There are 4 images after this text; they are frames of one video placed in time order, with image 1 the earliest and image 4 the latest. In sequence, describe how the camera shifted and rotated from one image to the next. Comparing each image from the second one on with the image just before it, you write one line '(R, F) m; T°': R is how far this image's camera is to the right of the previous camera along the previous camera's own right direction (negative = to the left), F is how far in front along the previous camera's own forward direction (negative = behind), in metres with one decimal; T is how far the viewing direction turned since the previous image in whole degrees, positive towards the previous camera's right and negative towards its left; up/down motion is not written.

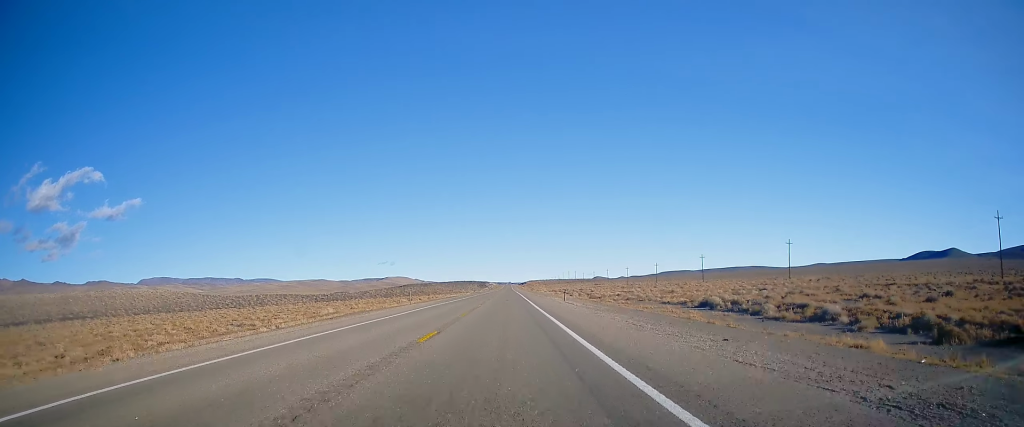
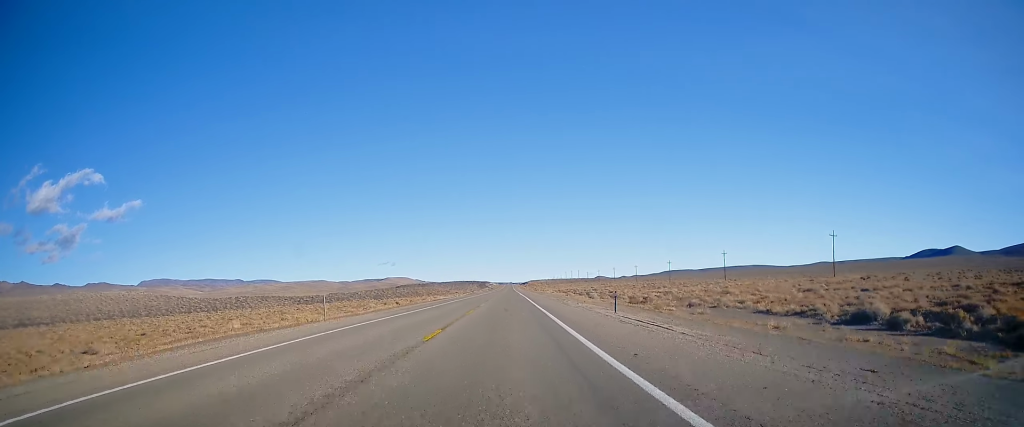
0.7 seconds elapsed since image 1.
(-0.2, +23.9) m; 0°
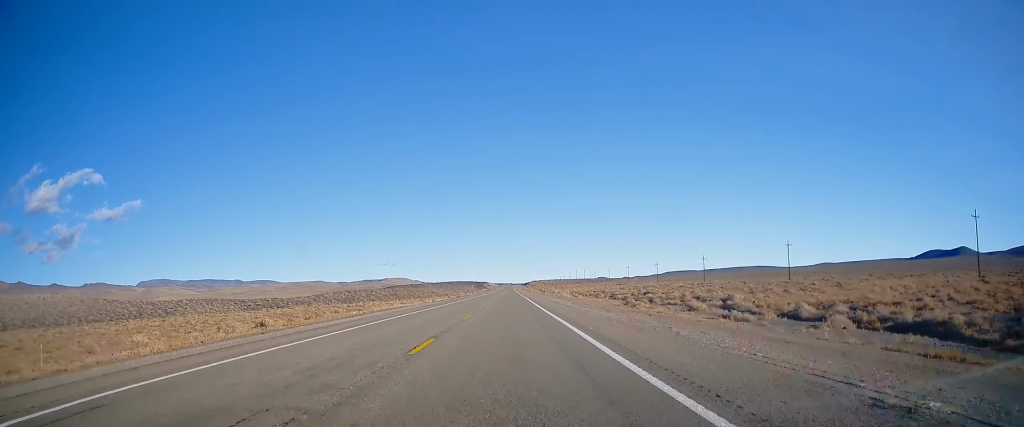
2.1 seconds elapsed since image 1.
(-0.1, +51.6) m; 0°
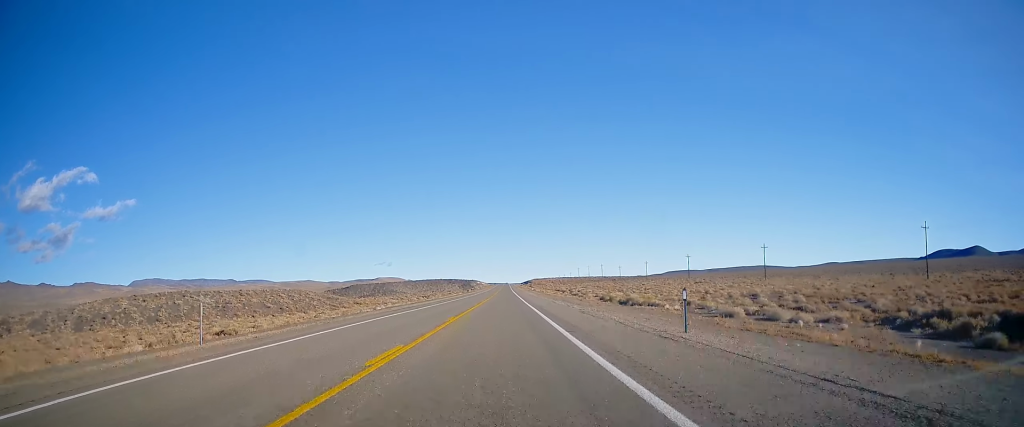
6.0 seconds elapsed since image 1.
(+1.7, +138.5) m; +1°
